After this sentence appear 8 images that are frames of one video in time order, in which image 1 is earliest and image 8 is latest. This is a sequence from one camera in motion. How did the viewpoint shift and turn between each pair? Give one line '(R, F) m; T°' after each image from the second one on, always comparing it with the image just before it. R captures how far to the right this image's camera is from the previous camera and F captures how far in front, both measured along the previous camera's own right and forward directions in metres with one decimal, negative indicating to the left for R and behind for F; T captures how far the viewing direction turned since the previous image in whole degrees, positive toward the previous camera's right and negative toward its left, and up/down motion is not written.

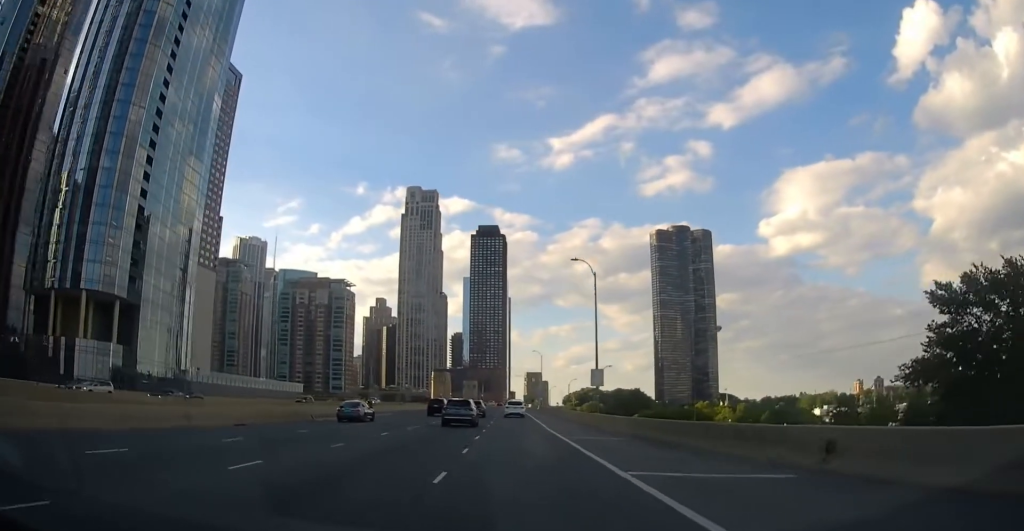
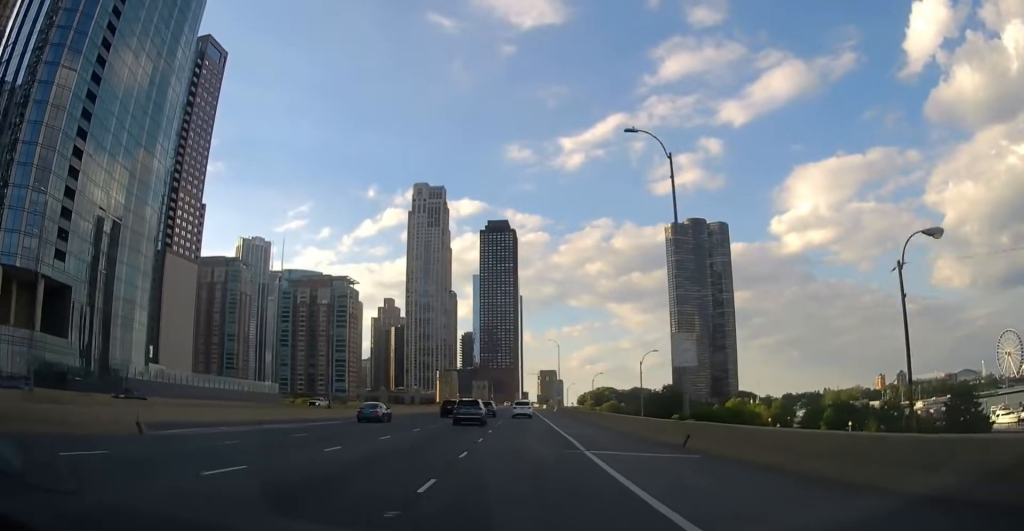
(-0.7, +22.8) m; -2°
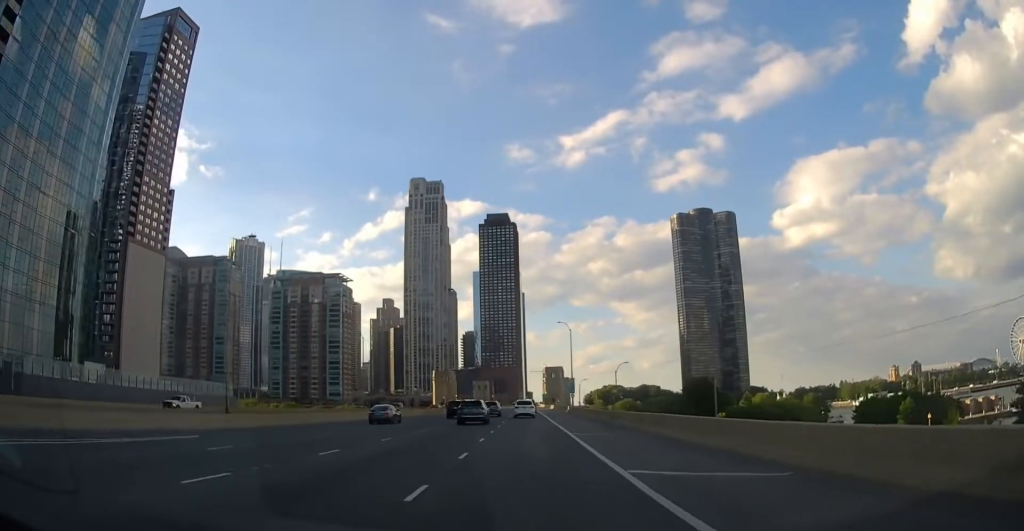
(0.0, +22.8) m; +1°
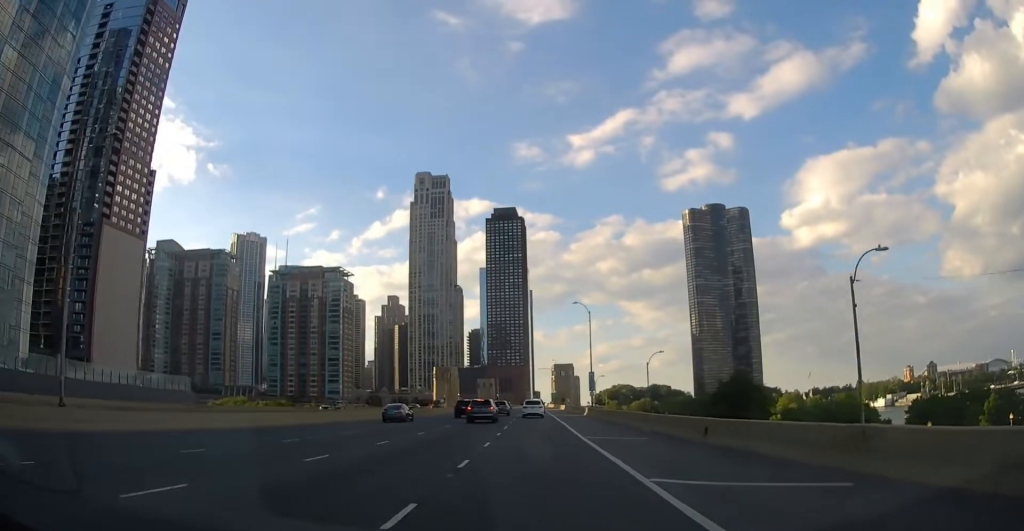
(+0.3, +16.7) m; 0°
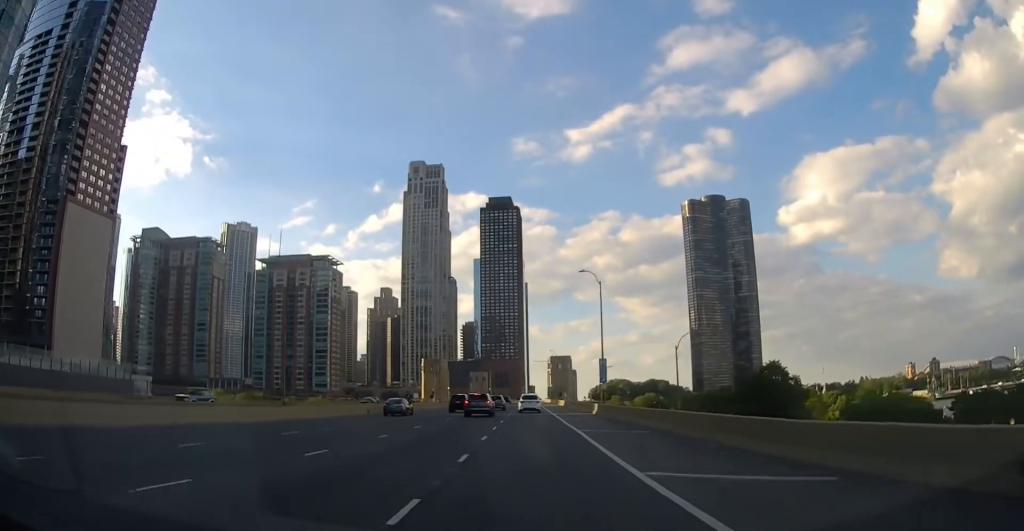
(+0.1, +14.5) m; 0°
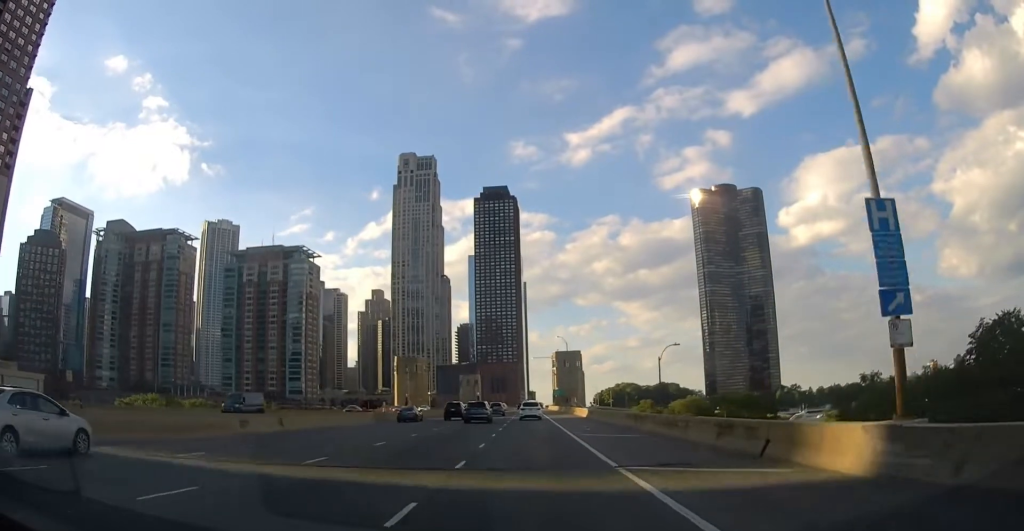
(-1.1, +43.4) m; -2°
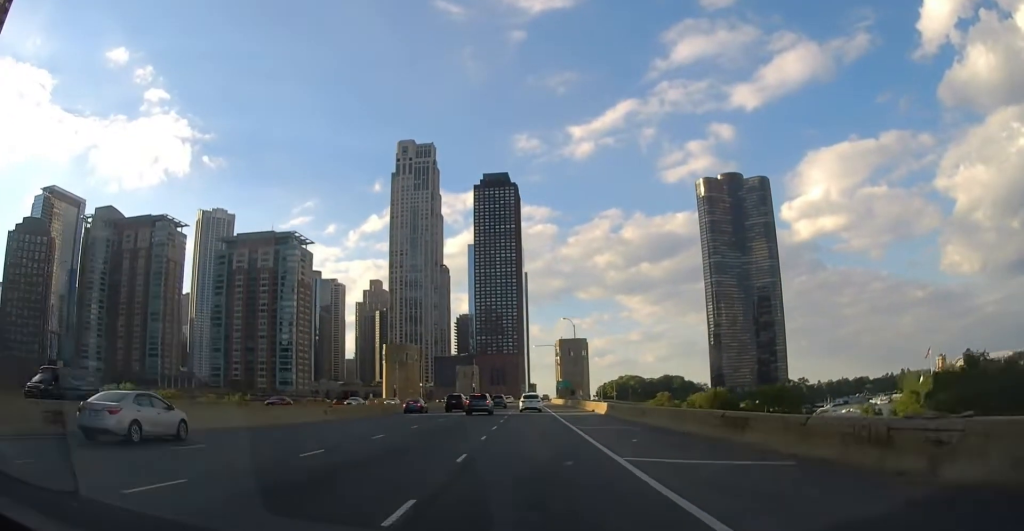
(0.0, +15.1) m; 0°
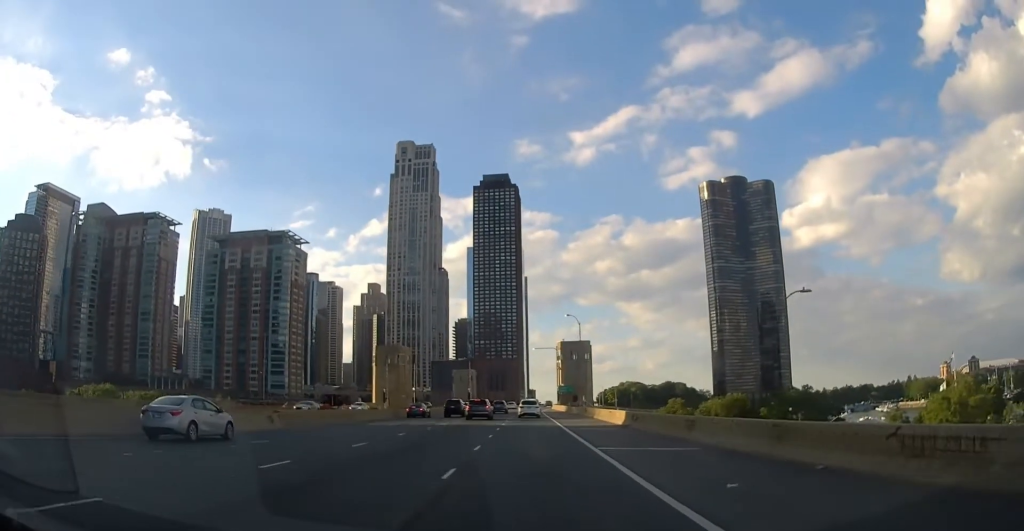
(0.0, +9.8) m; 0°
